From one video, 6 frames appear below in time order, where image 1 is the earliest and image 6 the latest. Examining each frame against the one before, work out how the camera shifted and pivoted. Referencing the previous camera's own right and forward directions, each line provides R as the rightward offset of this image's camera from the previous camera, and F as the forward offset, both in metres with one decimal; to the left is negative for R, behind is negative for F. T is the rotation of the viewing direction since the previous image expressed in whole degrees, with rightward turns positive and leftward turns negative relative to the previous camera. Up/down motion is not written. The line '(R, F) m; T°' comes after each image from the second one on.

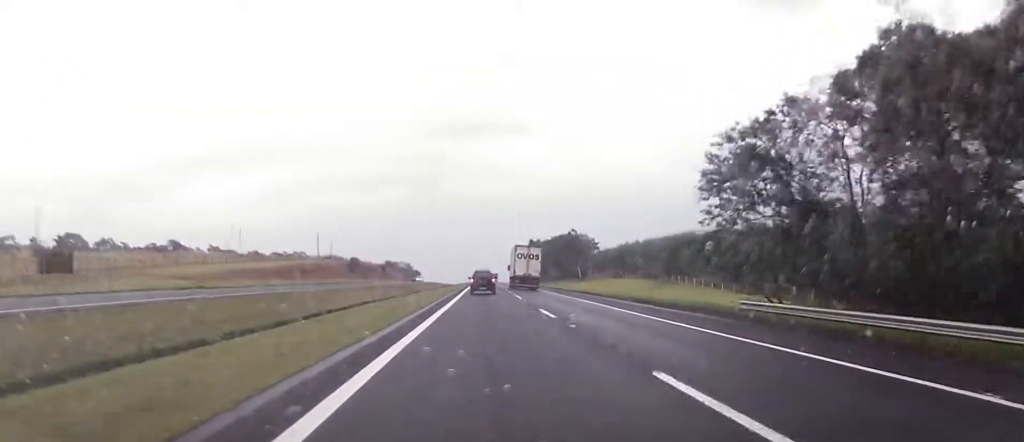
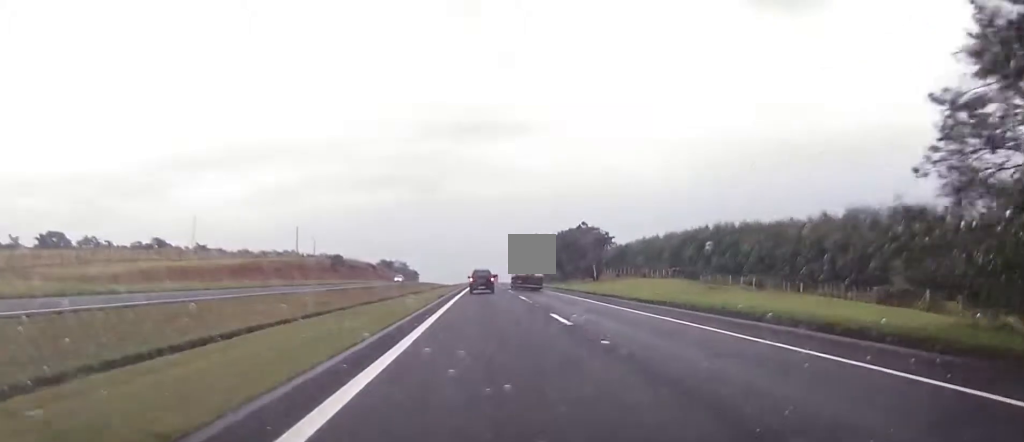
(-0.1, +16.5) m; 0°
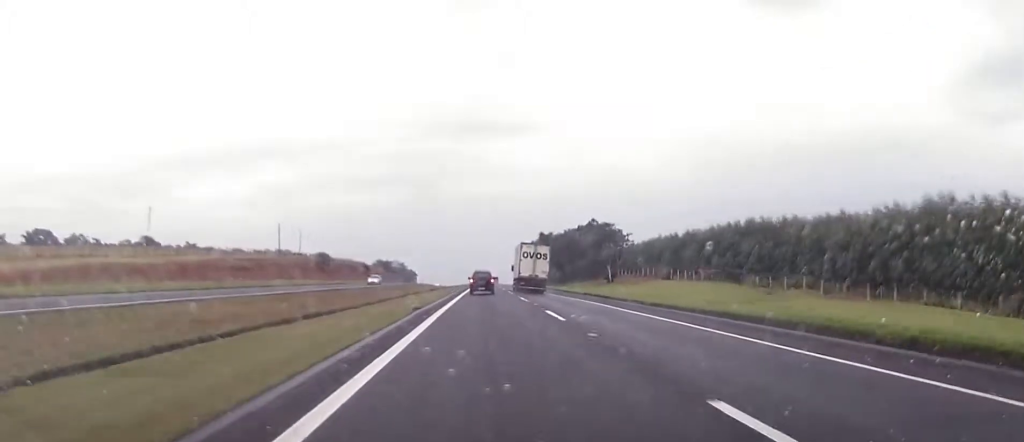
(0.0, +12.9) m; 0°
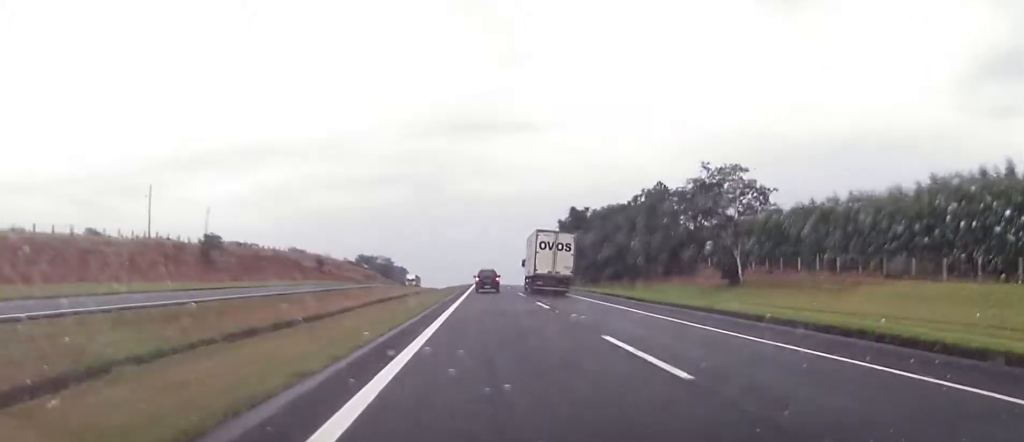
(-0.3, +55.5) m; -1°
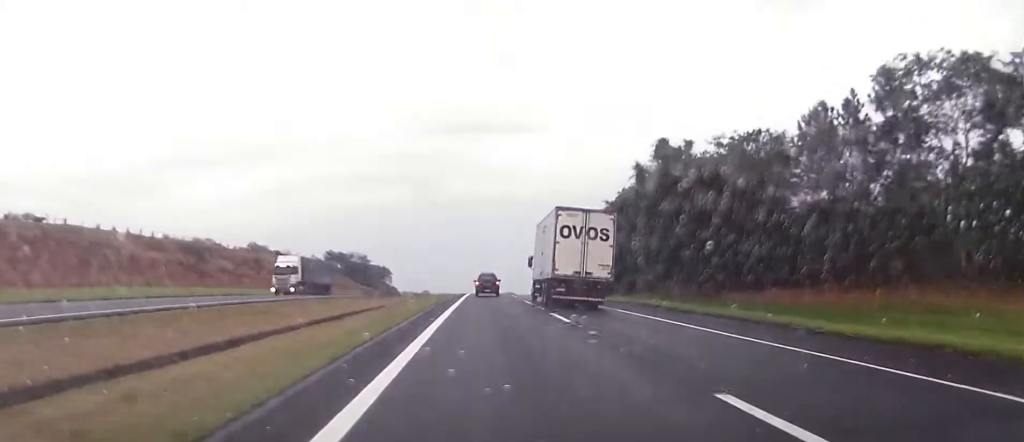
(+0.6, +59.1) m; +1°
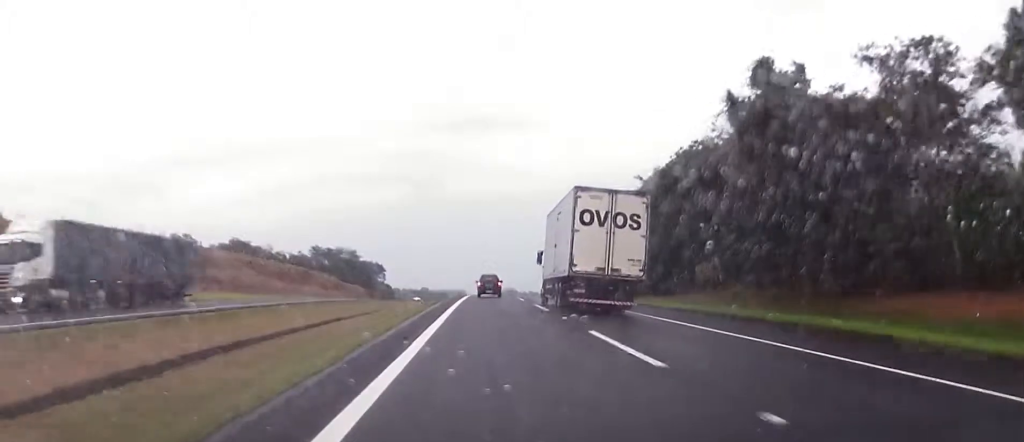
(0.0, +22.6) m; 0°
